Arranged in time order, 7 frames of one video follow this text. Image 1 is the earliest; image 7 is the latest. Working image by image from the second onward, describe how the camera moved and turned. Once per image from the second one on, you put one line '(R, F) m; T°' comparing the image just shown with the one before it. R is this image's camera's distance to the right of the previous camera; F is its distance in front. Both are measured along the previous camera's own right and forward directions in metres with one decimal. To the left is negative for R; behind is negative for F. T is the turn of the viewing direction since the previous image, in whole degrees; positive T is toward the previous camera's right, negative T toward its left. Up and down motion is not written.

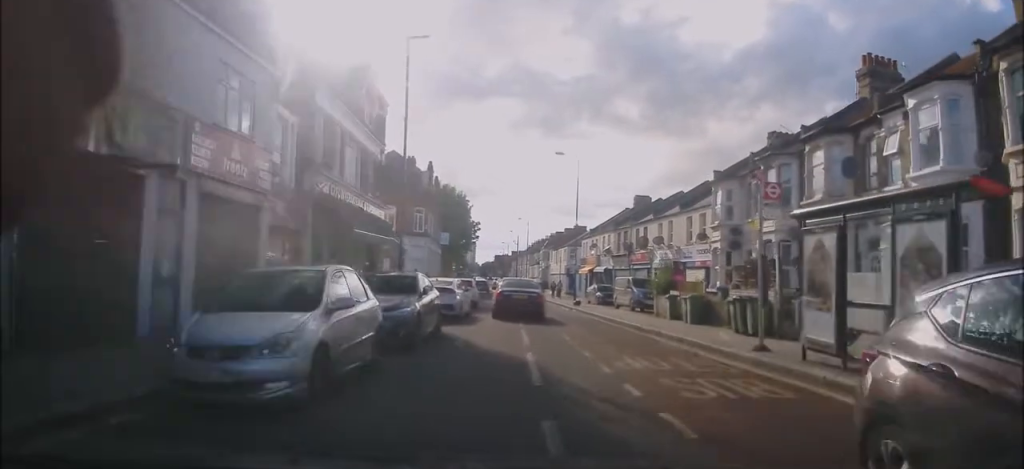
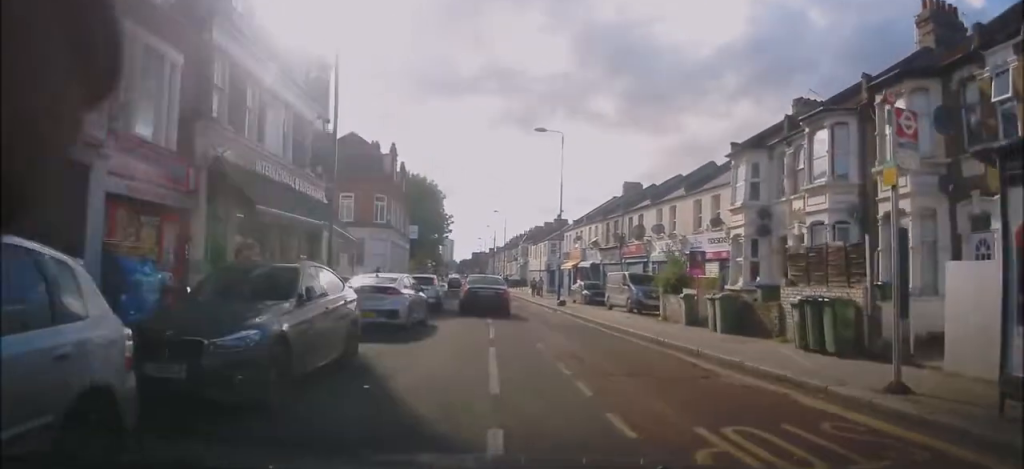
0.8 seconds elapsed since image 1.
(+0.2, +5.5) m; 0°
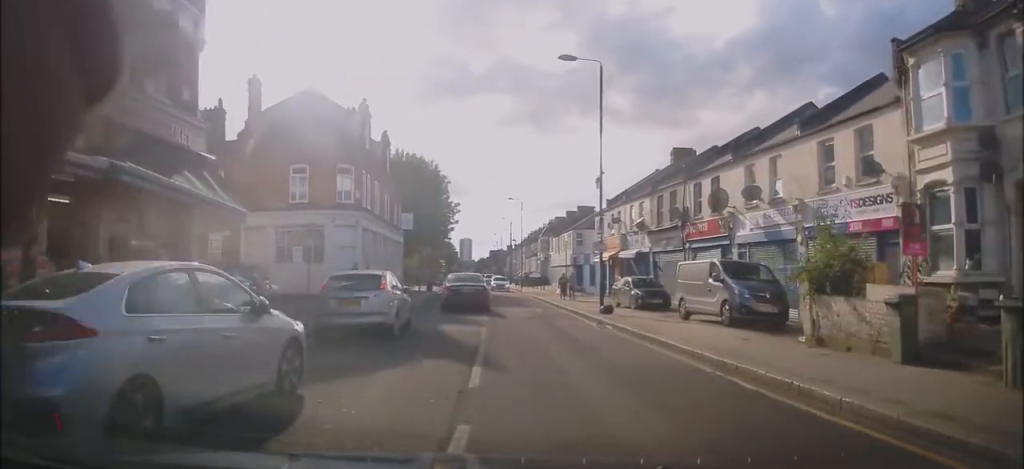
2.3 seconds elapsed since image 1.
(-0.8, +10.6) m; -5°
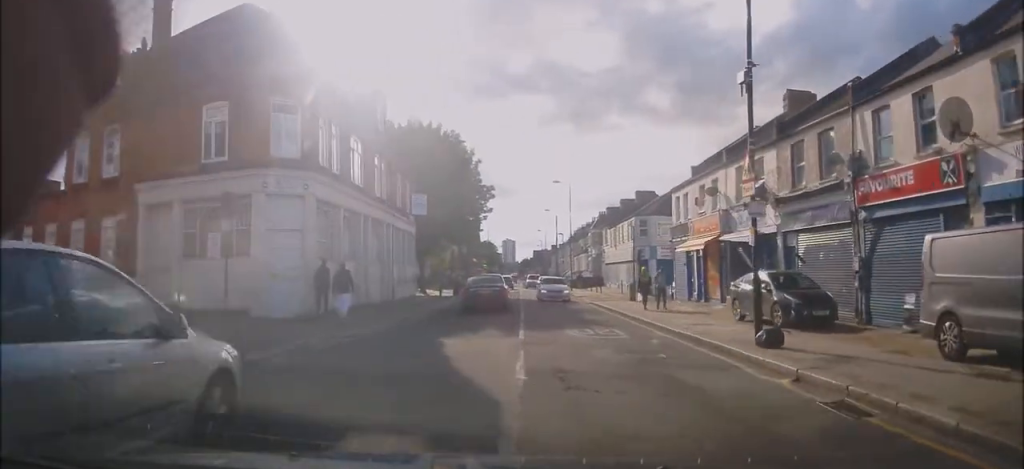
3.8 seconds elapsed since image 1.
(+0.2, +11.8) m; 0°
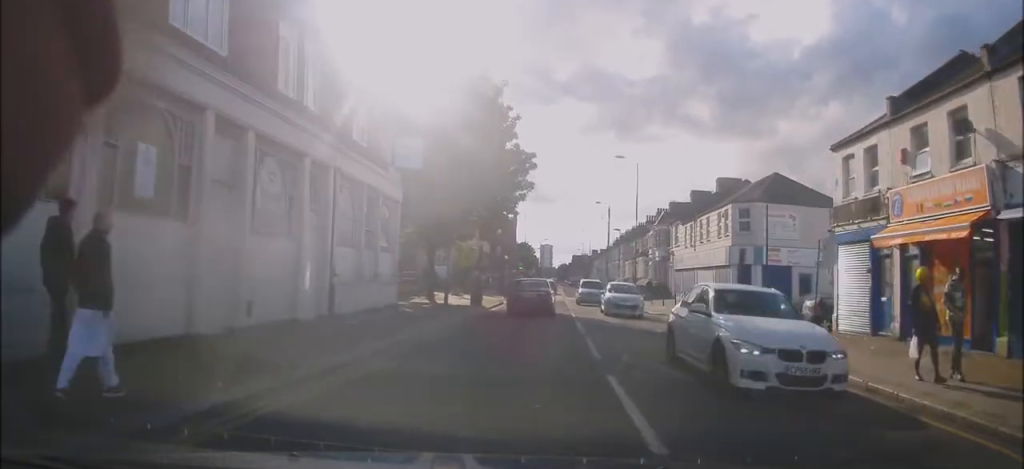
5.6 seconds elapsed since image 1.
(-0.8, +14.2) m; -6°
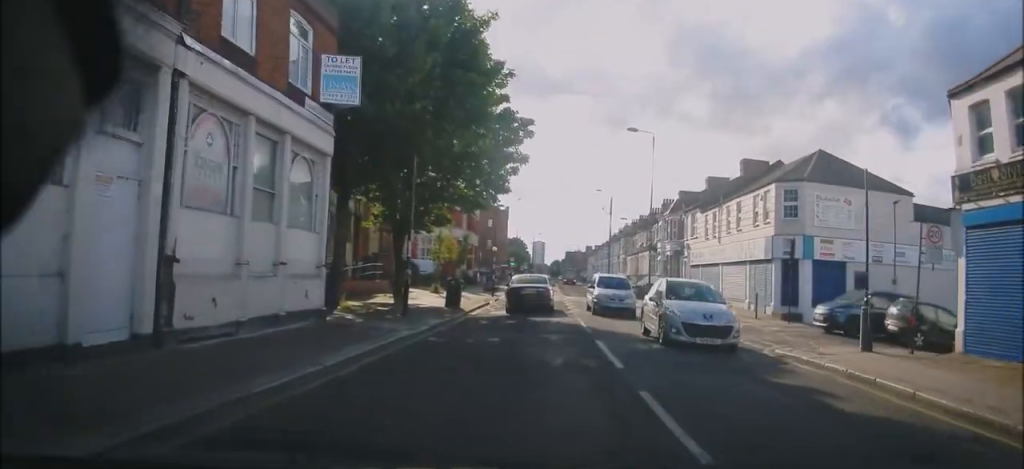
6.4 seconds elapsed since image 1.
(0.0, +7.0) m; -1°
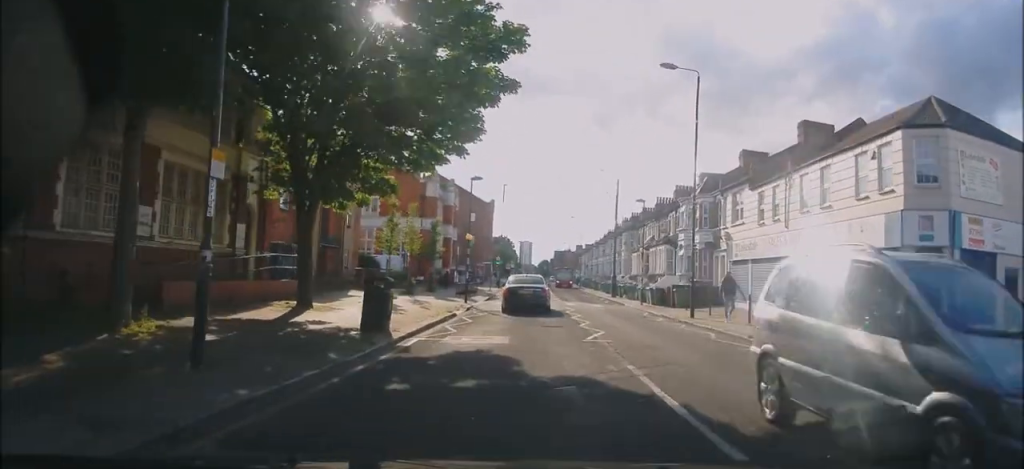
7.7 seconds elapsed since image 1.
(-0.2, +11.1) m; 0°
